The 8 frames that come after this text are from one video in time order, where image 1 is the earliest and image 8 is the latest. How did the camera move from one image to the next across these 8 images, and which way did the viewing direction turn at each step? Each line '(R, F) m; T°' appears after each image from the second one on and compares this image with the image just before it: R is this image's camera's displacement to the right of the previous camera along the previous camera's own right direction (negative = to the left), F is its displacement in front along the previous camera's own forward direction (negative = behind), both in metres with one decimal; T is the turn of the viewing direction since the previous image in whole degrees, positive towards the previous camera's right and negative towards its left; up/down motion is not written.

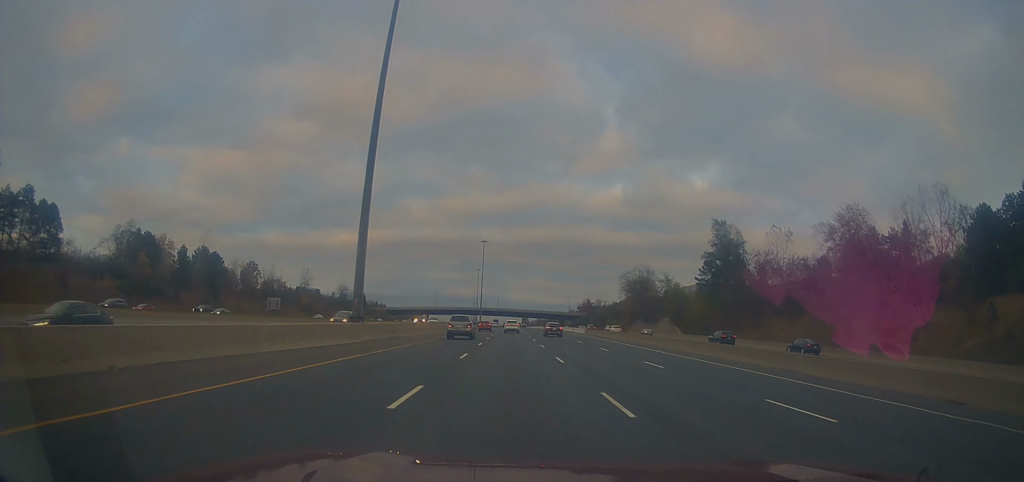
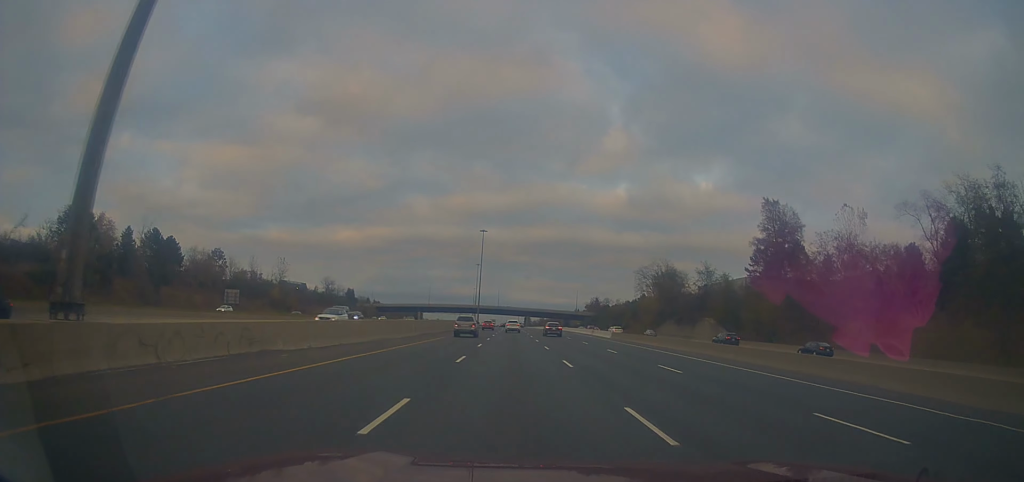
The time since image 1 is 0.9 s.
(-0.3, +26.0) m; 0°
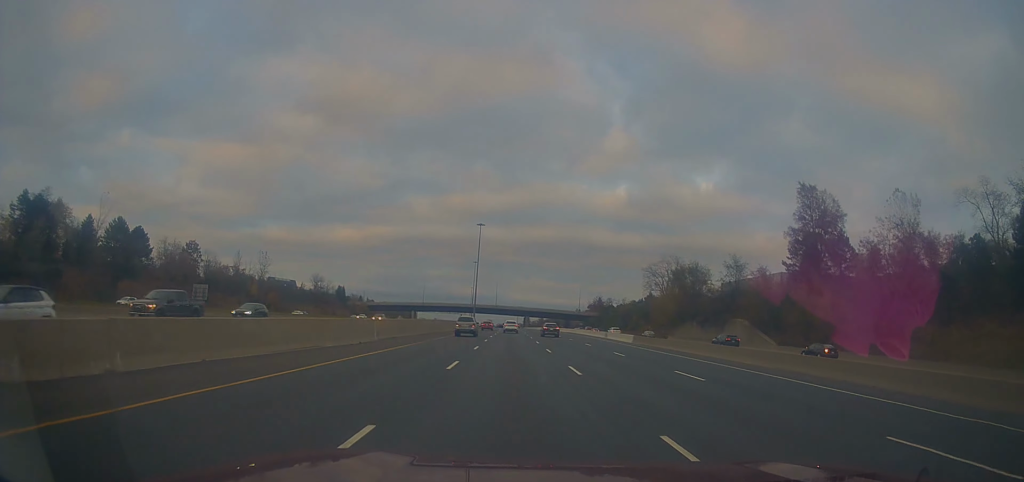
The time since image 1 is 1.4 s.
(+0.3, +14.5) m; 0°
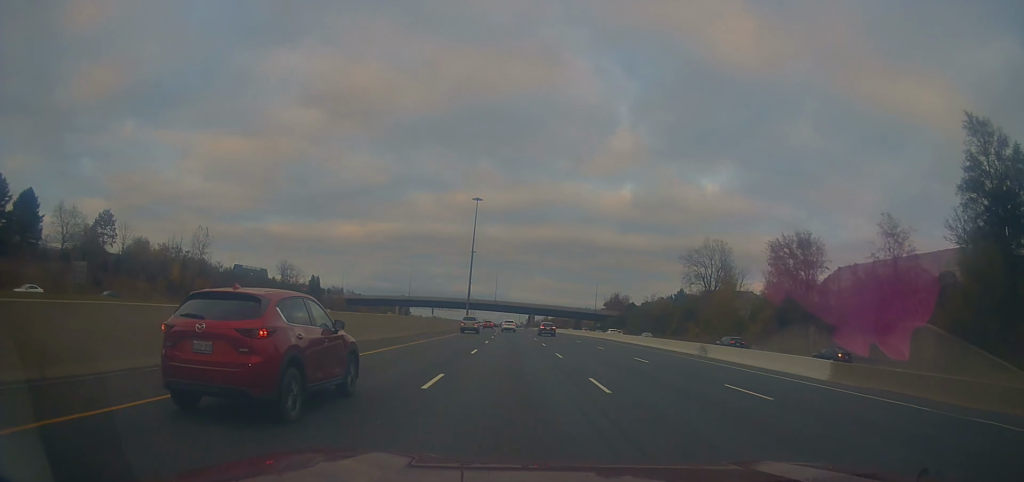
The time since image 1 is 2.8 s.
(-0.3, +40.6) m; -1°
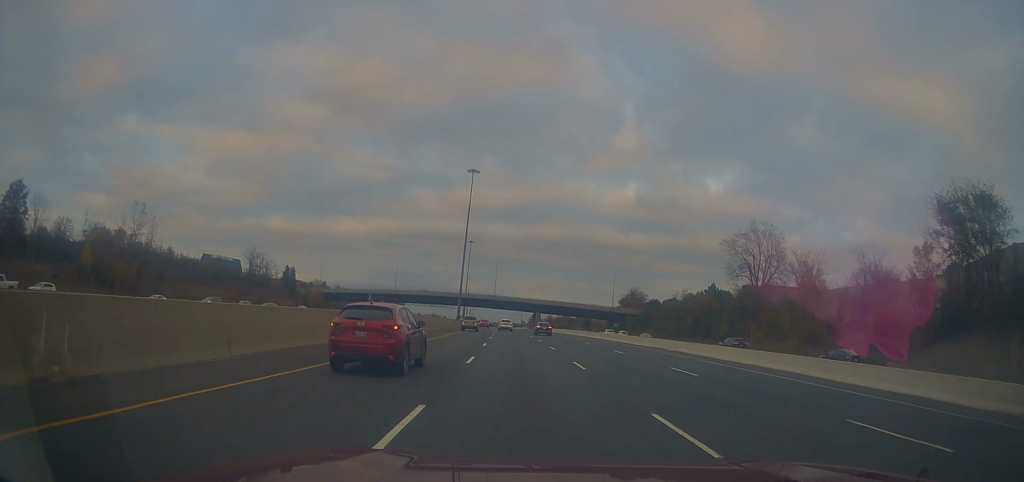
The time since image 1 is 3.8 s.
(0.0, +30.1) m; 0°
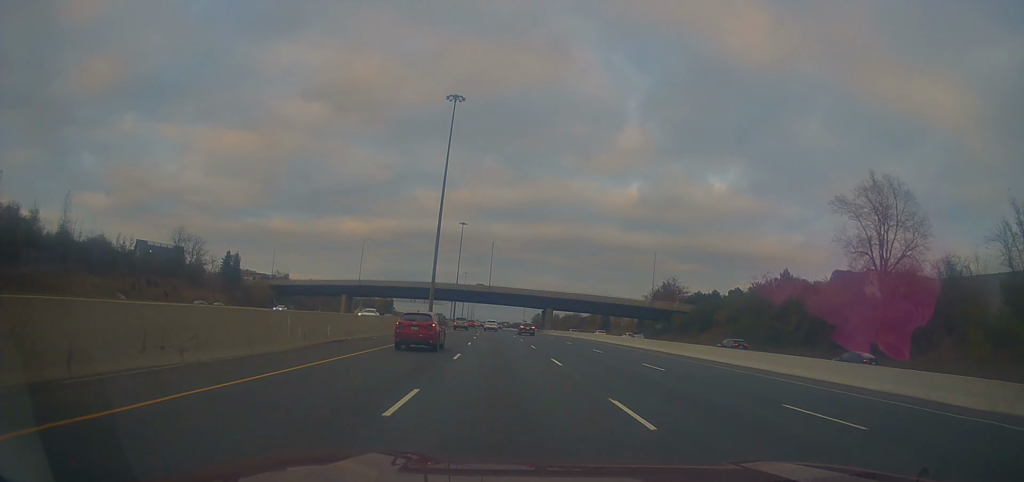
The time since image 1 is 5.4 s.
(+0.6, +46.4) m; 0°
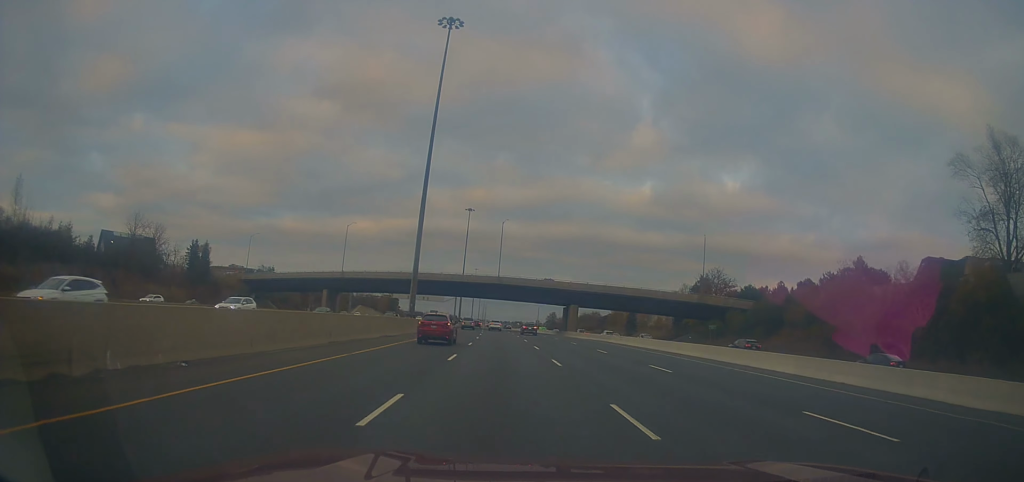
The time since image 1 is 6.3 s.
(-0.3, +25.1) m; -2°
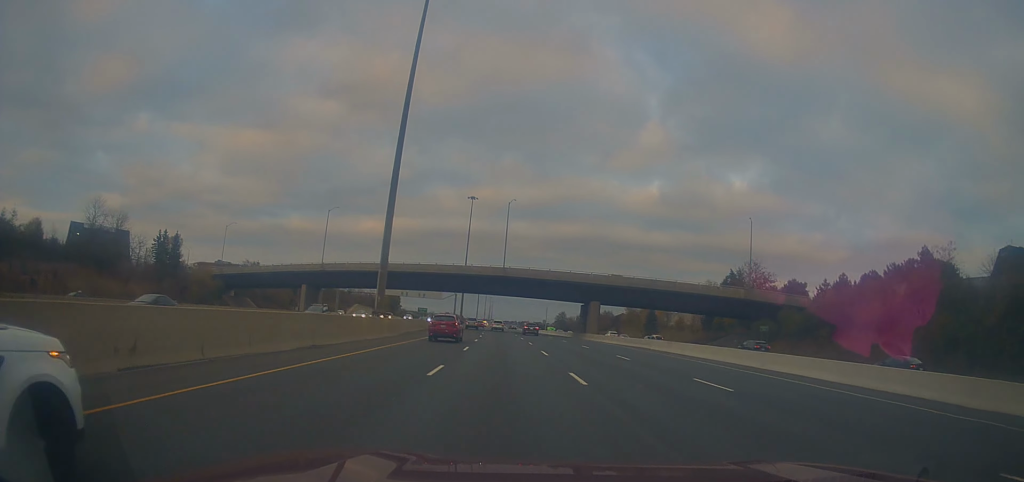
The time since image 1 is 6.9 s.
(-0.2, +17.3) m; -1°
